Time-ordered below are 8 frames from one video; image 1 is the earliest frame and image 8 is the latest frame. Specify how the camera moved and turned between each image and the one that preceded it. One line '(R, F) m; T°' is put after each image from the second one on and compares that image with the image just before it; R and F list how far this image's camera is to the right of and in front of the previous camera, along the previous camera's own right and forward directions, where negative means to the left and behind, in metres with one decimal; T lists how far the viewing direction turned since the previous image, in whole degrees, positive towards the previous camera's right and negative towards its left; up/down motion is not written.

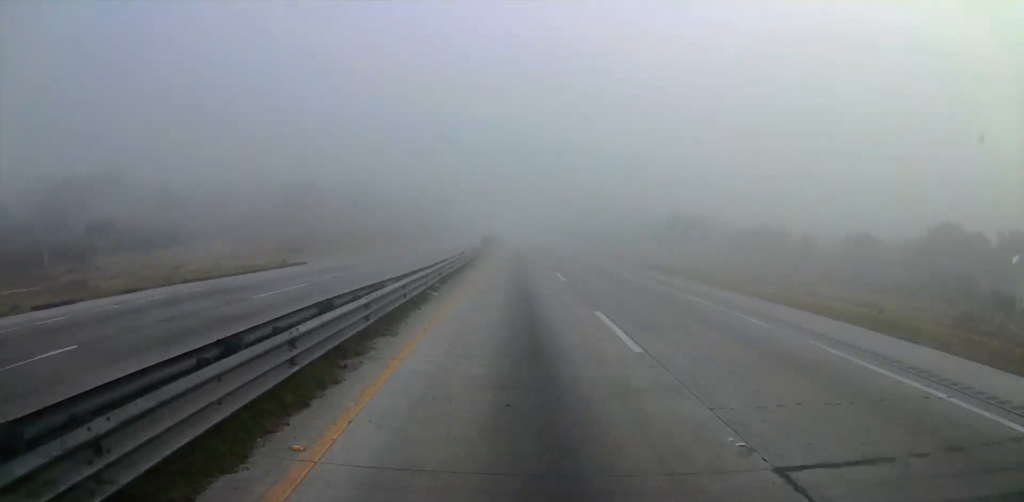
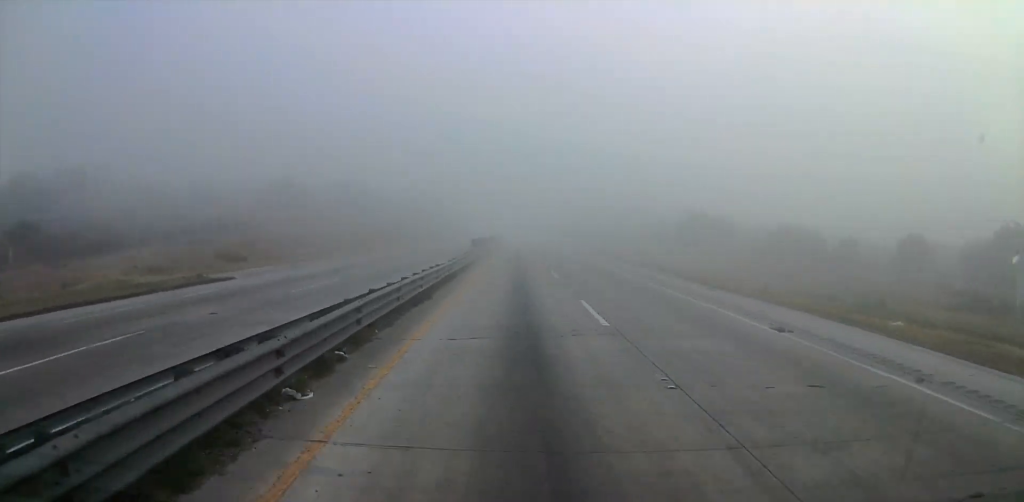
(0.0, +10.4) m; 0°
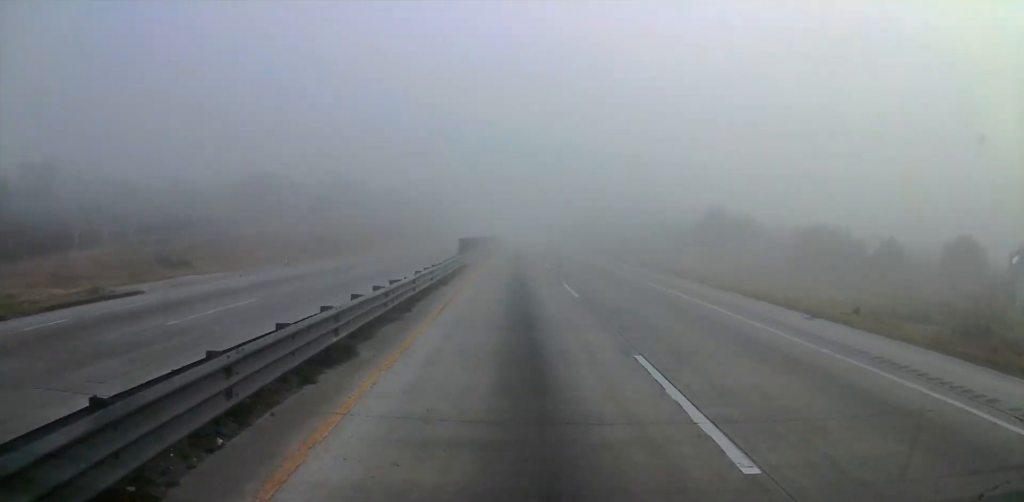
(0.0, +7.9) m; 0°
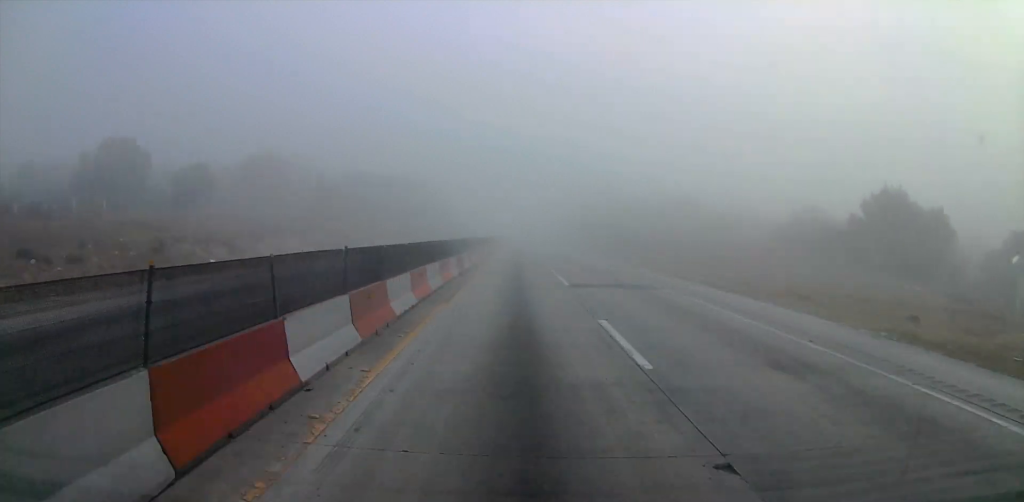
(-0.7, +37.4) m; +1°
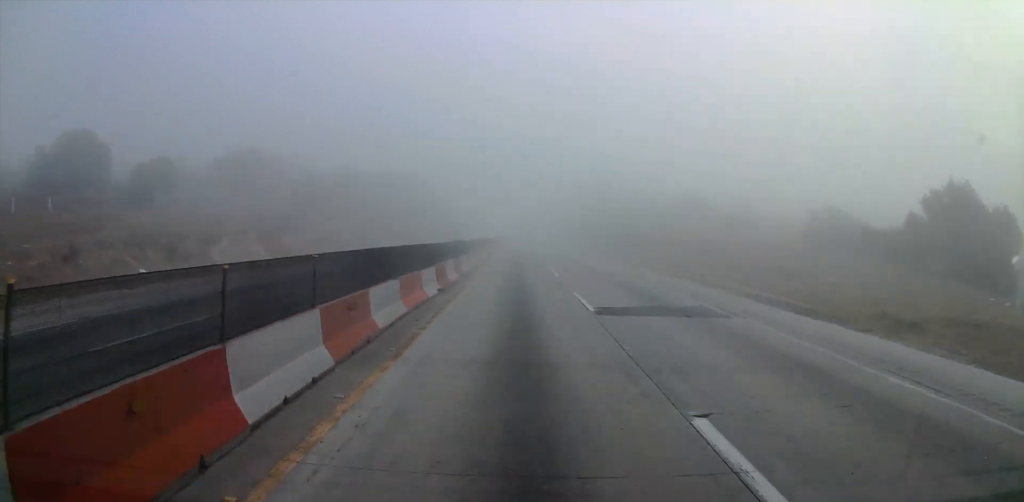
(+0.4, +7.8) m; +1°
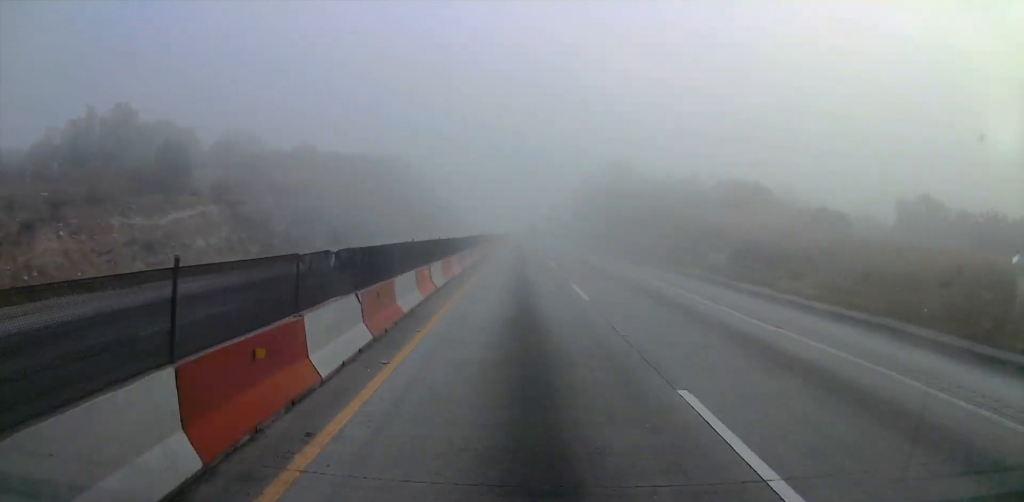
(+0.8, +28.7) m; 0°
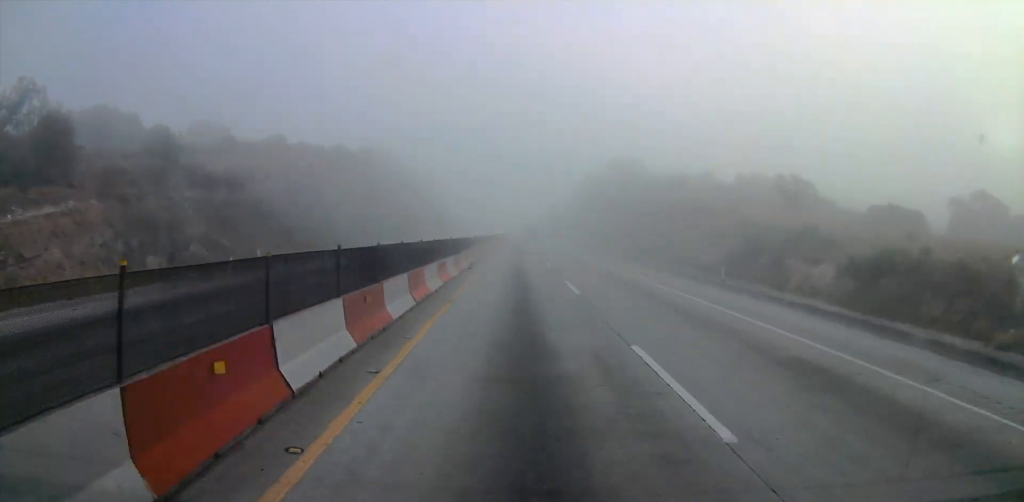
(-0.2, +14.5) m; -1°
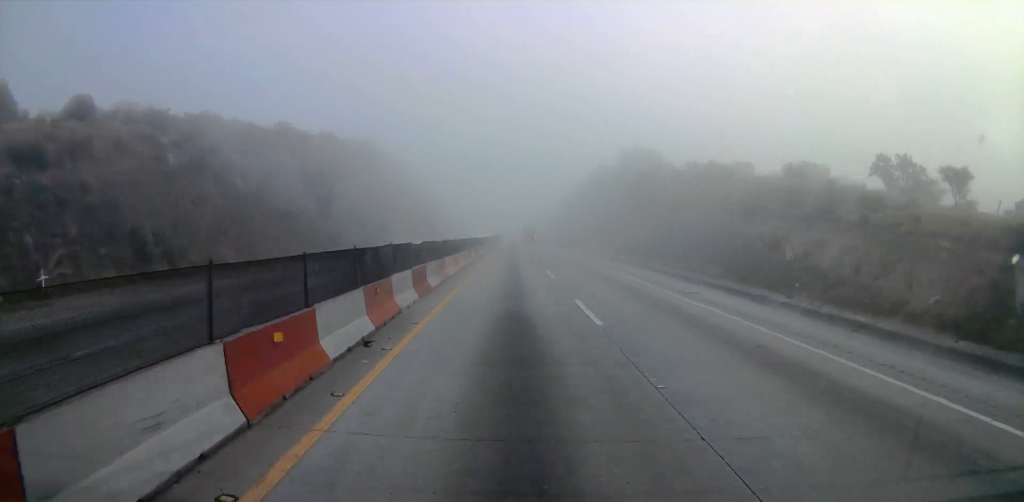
(-0.1, +25.0) m; -1°
